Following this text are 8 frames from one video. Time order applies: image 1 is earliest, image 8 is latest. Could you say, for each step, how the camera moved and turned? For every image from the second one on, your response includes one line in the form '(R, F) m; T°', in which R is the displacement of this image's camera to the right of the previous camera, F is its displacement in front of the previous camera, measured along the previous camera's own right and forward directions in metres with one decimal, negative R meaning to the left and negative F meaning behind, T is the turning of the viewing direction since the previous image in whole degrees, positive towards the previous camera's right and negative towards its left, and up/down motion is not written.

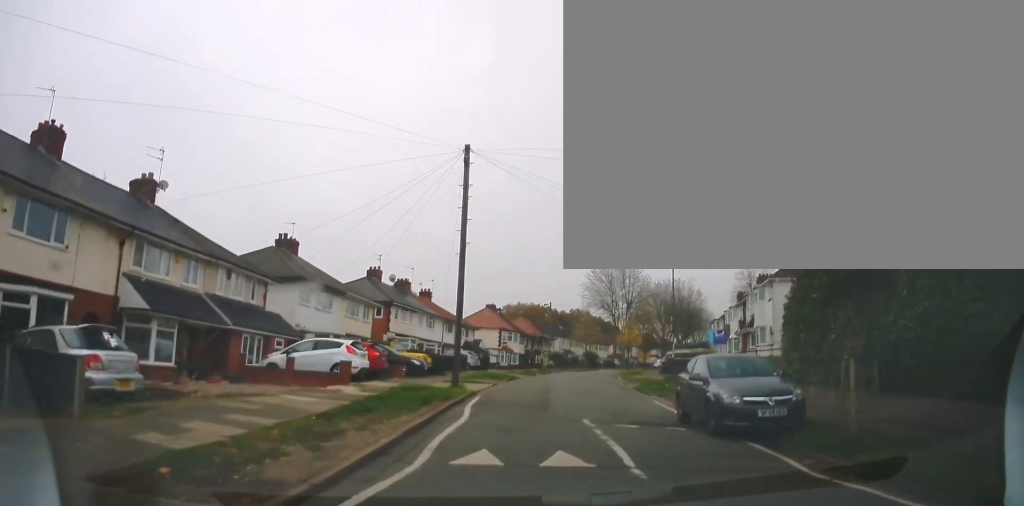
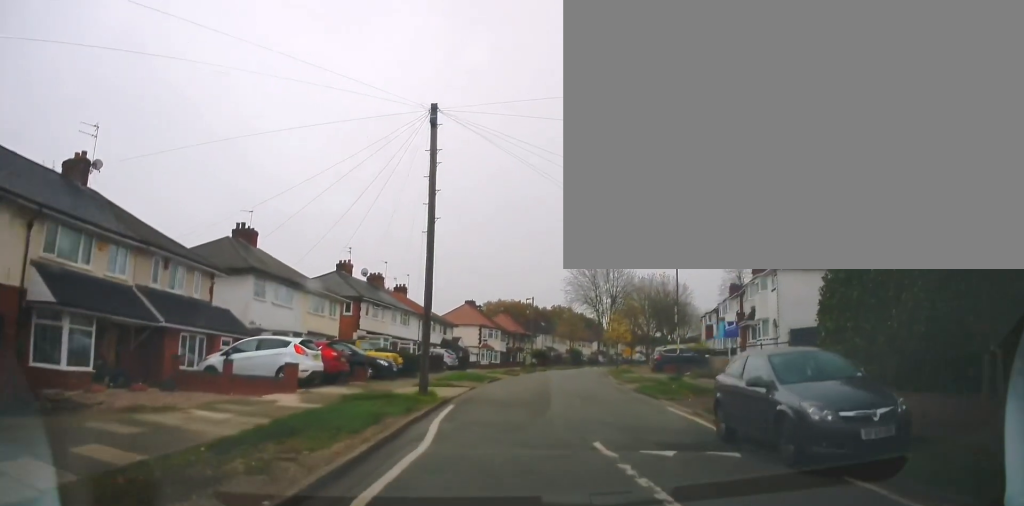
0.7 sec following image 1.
(+0.1, +3.5) m; +4°
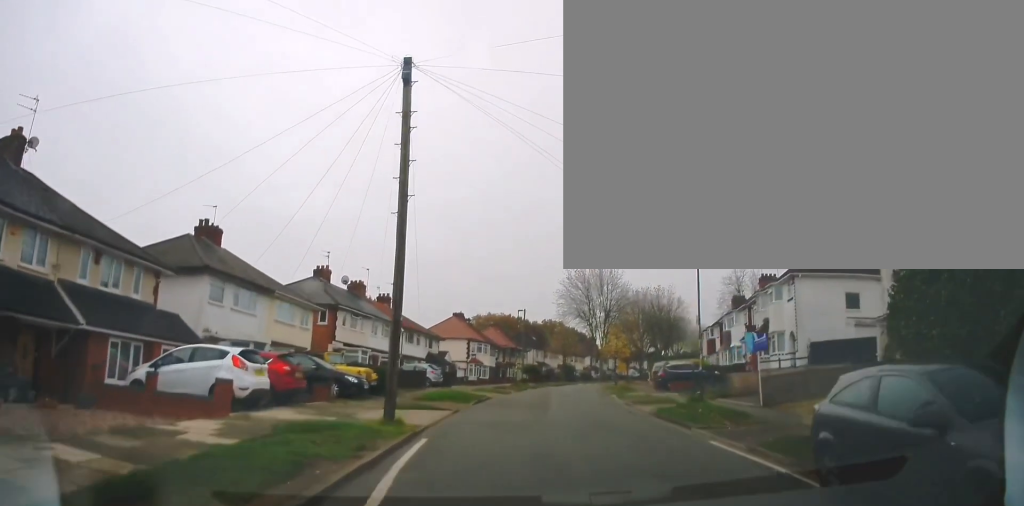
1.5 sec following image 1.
(+0.2, +3.7) m; +4°
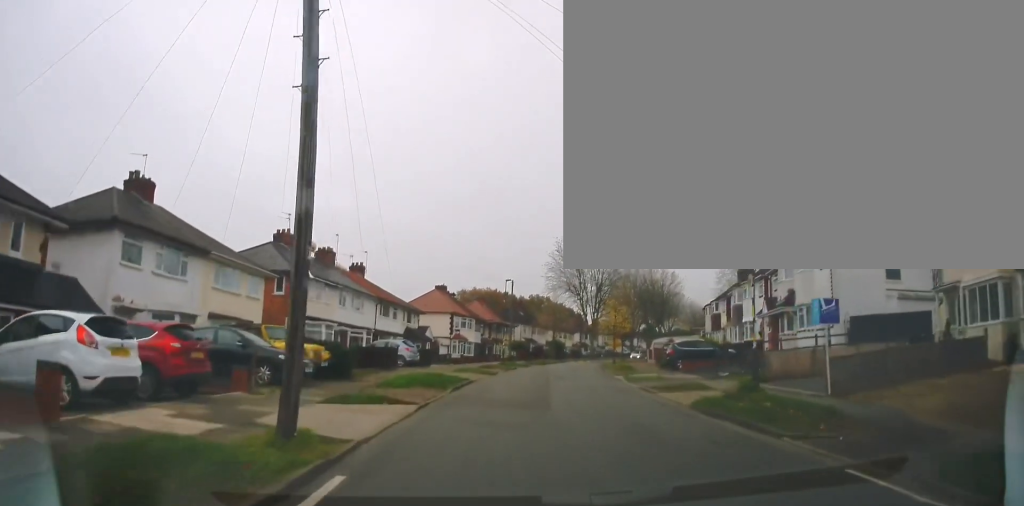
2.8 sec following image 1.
(0.0, +5.5) m; -4°
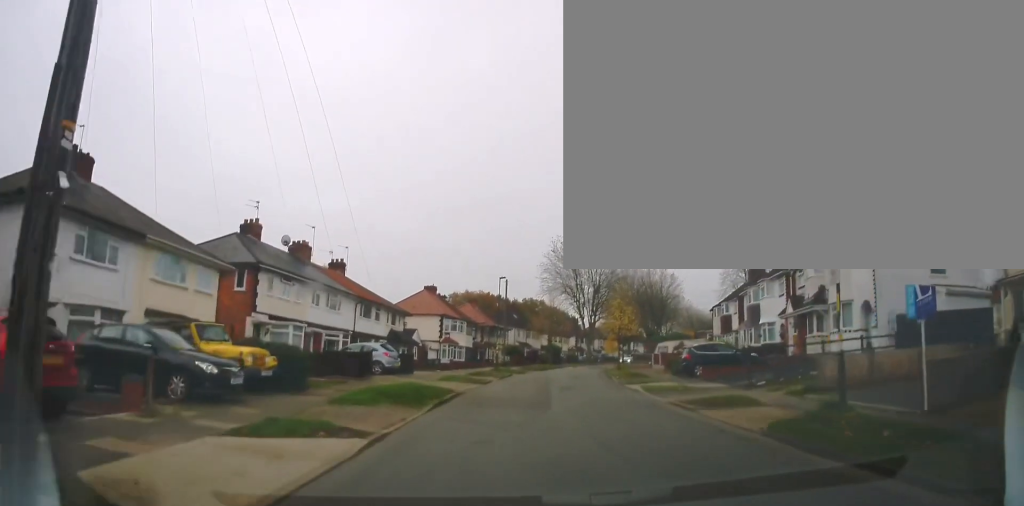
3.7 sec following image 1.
(-0.2, +4.1) m; -1°
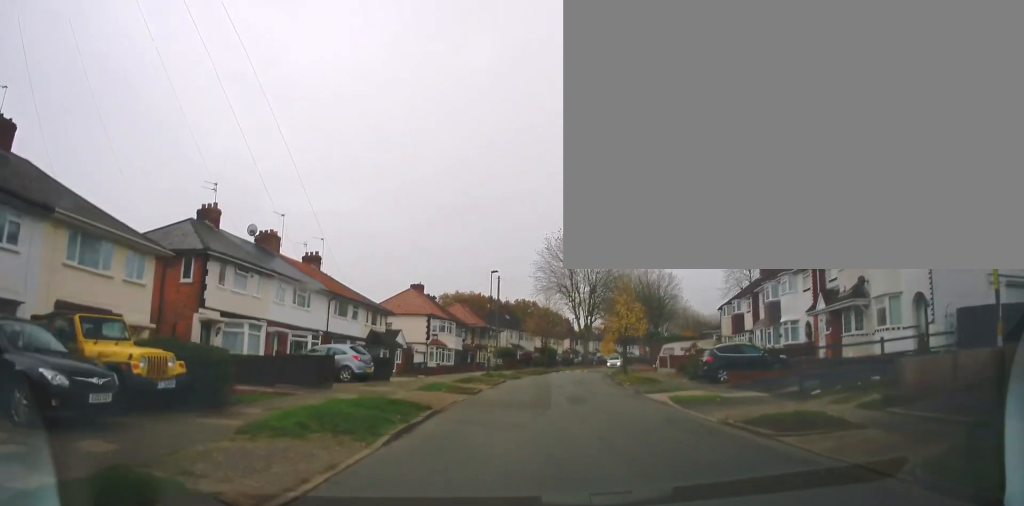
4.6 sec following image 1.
(+0.2, +4.0) m; +4°
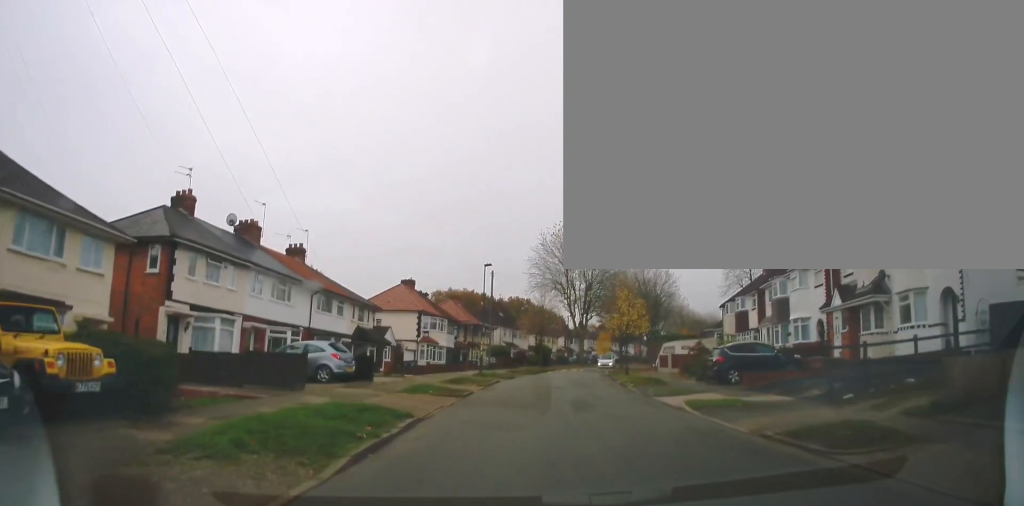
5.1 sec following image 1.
(0.0, +2.0) m; +2°
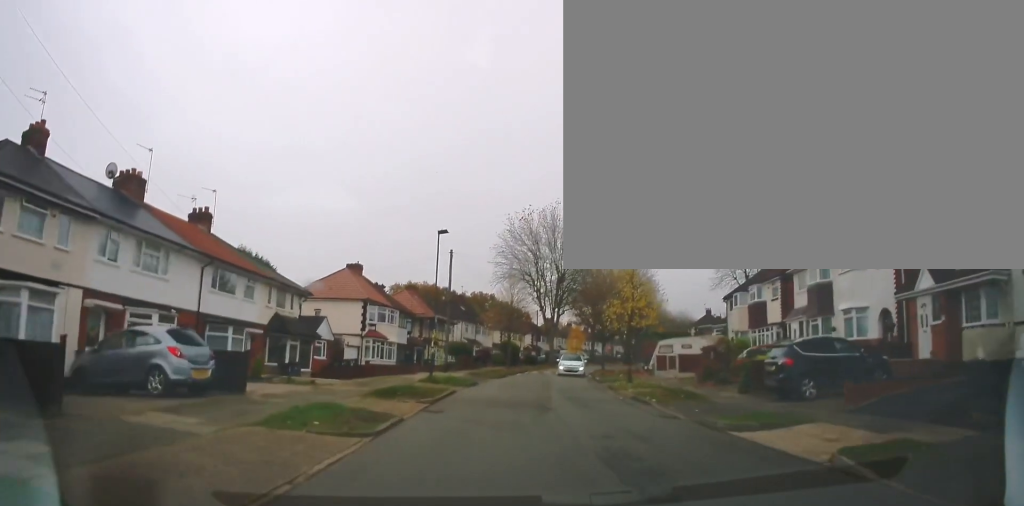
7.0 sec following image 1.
(+0.4, +8.6) m; +2°
